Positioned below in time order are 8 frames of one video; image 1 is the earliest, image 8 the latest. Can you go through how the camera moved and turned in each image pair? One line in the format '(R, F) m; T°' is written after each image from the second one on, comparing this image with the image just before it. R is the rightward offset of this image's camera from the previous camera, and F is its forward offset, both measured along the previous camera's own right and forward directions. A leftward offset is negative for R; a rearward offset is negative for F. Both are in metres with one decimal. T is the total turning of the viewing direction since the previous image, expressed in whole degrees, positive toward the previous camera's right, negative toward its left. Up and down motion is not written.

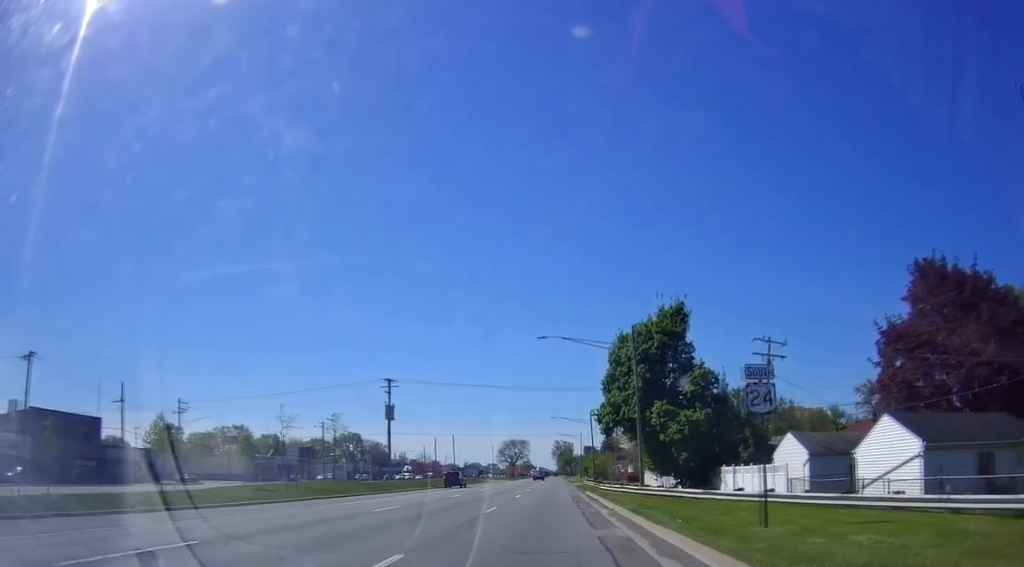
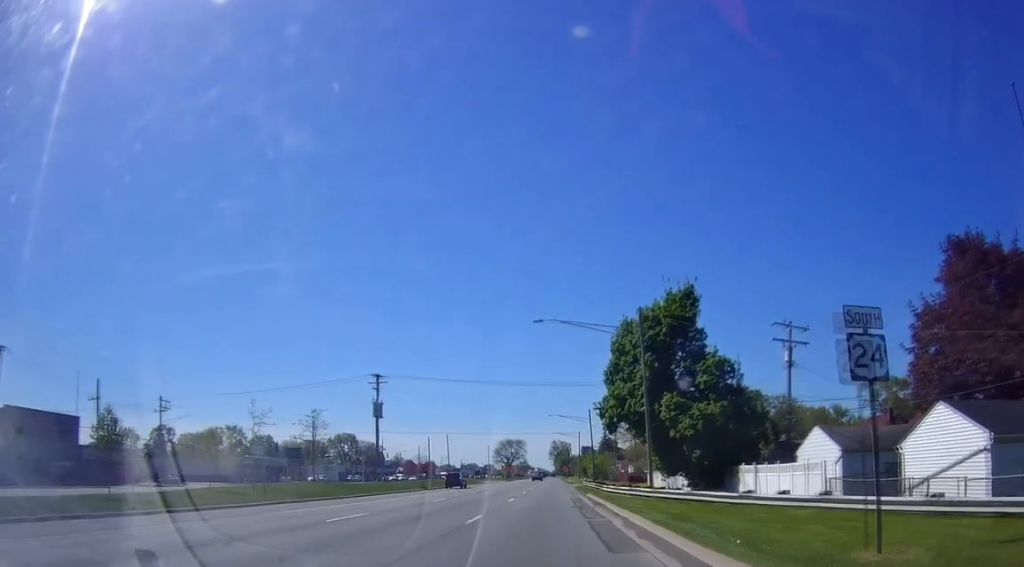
(-0.1, +4.4) m; -2°
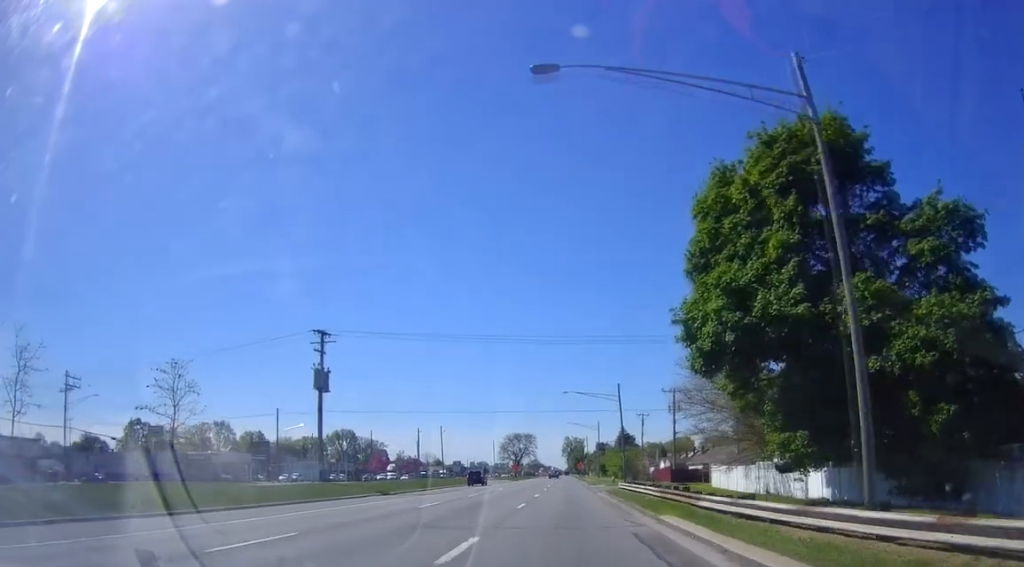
(-1.7, +24.6) m; -5°
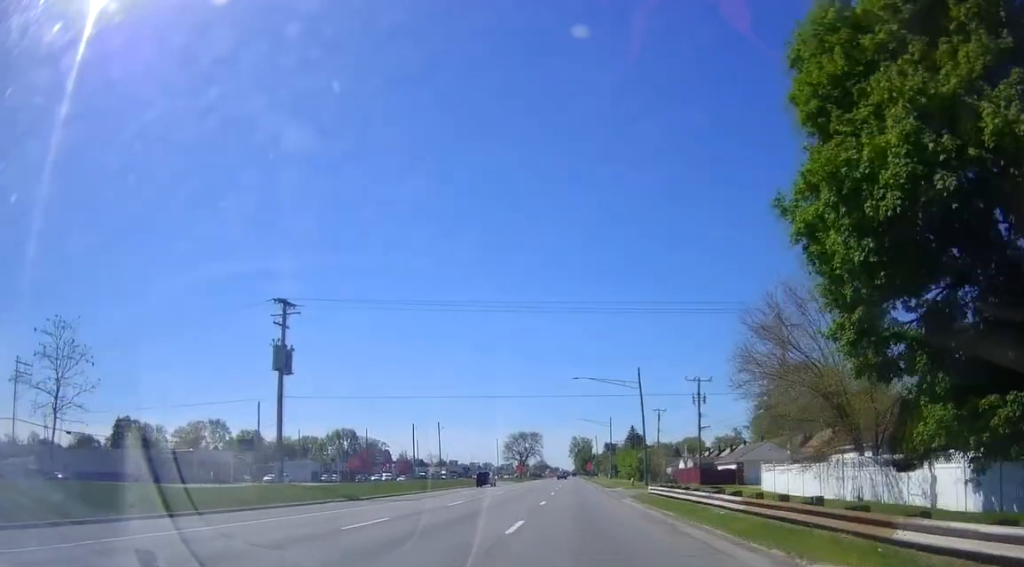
(+0.2, +10.3) m; +3°
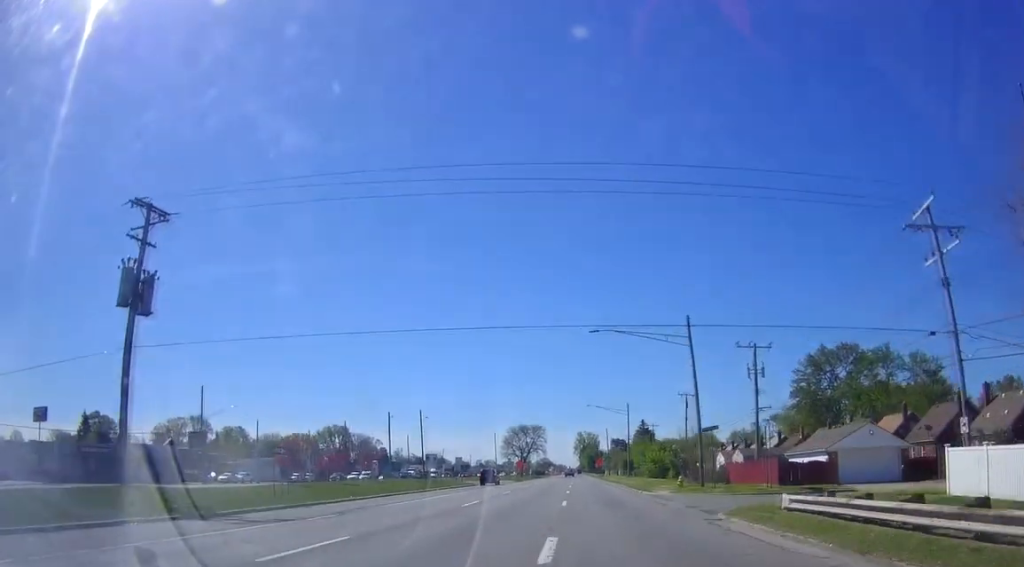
(+0.3, +19.3) m; -1°
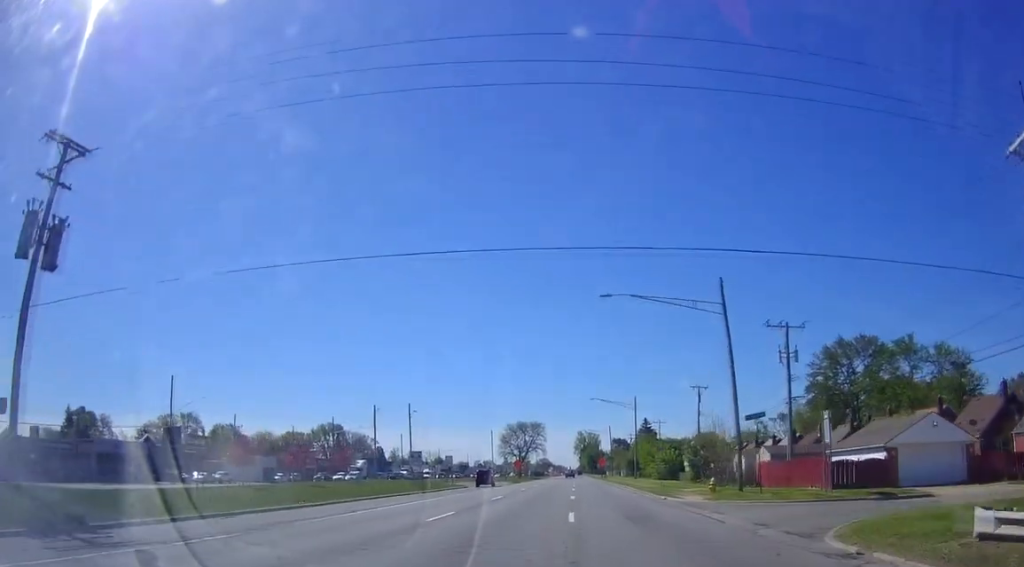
(-0.3, +7.9) m; -1°
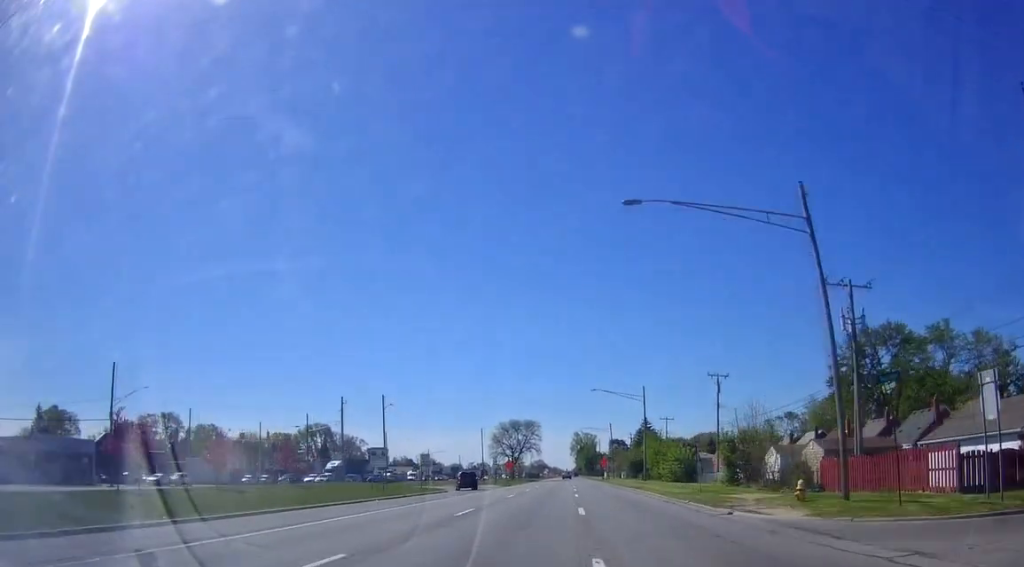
(-0.1, +11.9) m; 0°
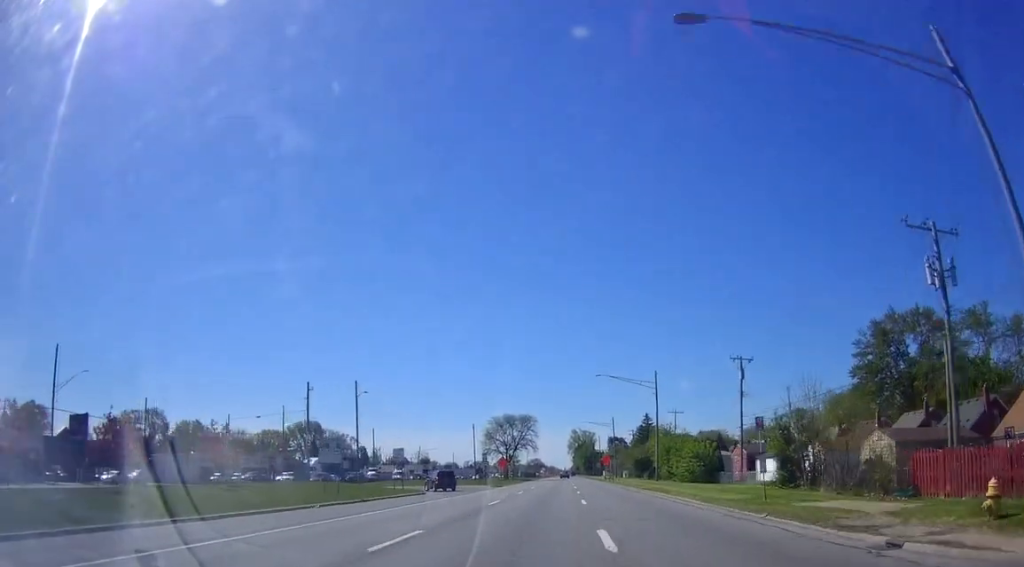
(+0.1, +9.9) m; 0°
